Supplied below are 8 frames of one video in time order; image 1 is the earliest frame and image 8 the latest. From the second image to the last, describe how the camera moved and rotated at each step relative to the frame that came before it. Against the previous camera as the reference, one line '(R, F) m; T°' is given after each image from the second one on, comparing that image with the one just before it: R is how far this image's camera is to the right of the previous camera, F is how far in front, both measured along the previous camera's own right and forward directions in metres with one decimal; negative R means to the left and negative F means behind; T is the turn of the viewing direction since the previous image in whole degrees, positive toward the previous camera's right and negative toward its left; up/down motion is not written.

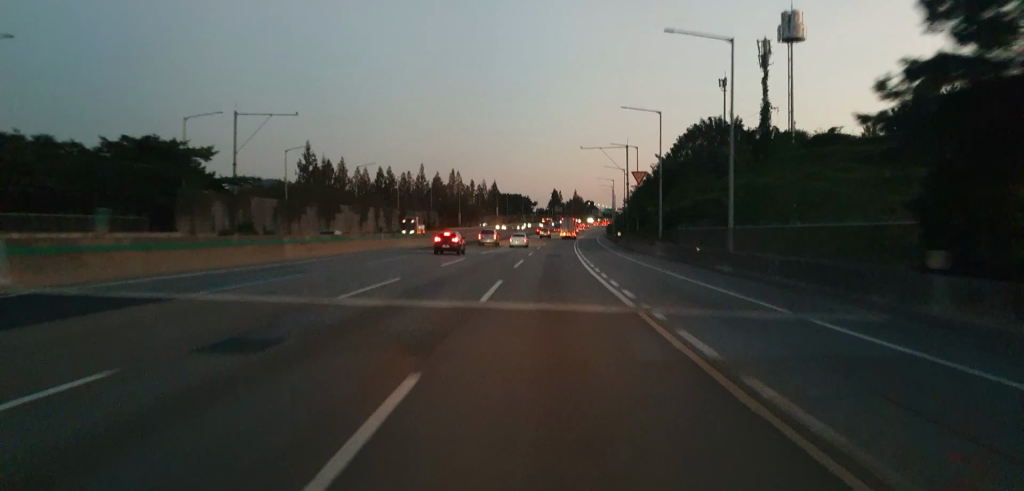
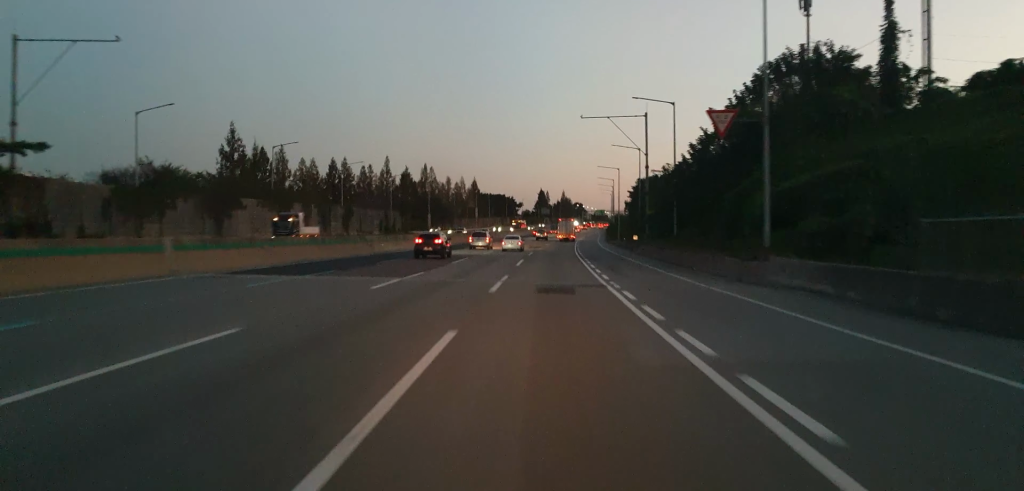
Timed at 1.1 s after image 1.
(+0.3, +38.3) m; +1°
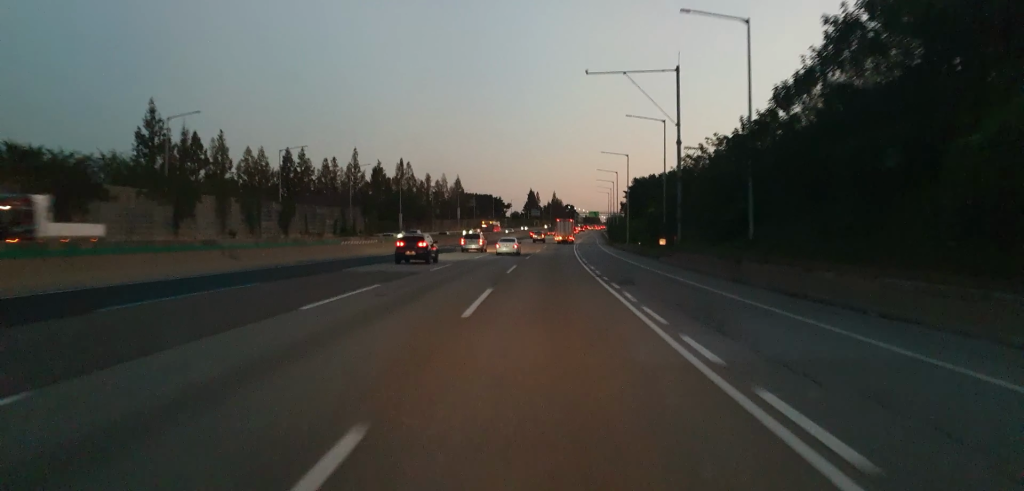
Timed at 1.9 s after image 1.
(+0.3, +27.3) m; +1°
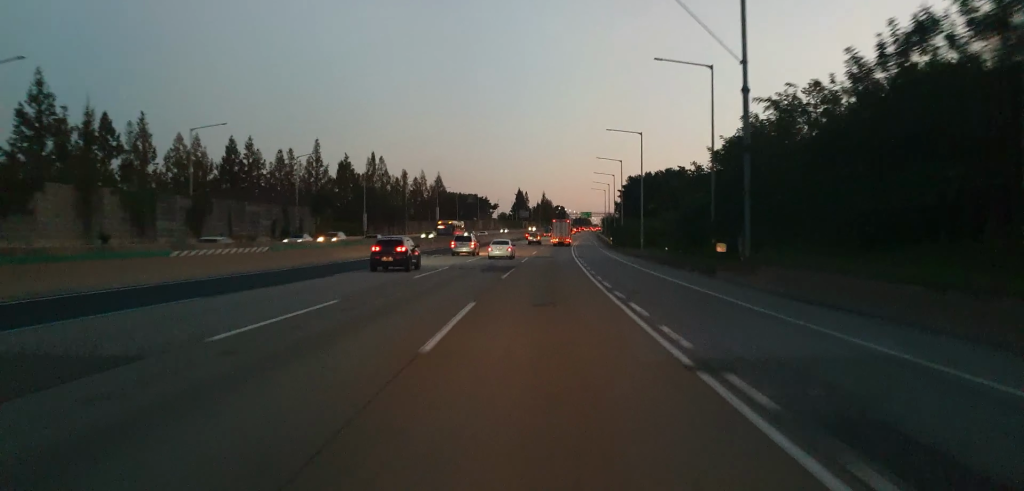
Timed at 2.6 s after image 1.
(+0.2, +24.1) m; +1°
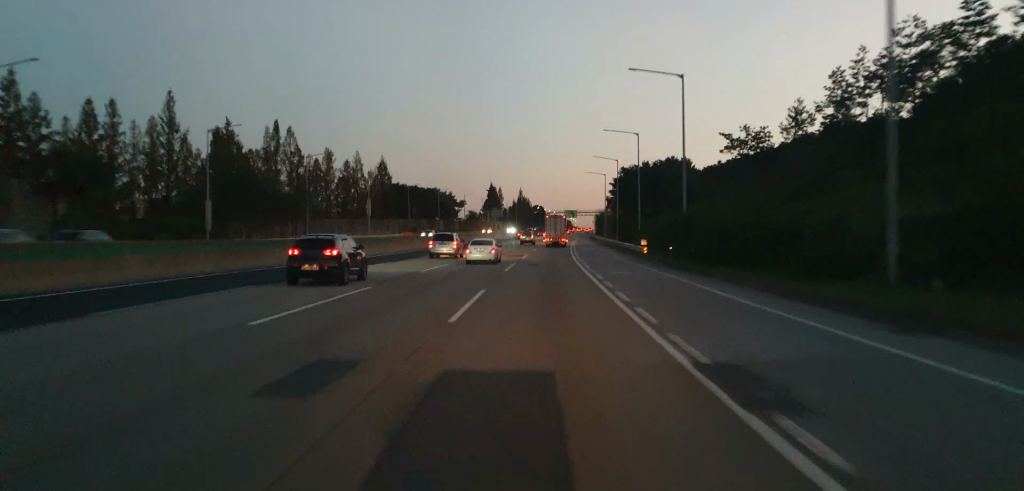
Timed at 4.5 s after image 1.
(+0.8, +58.3) m; +1°
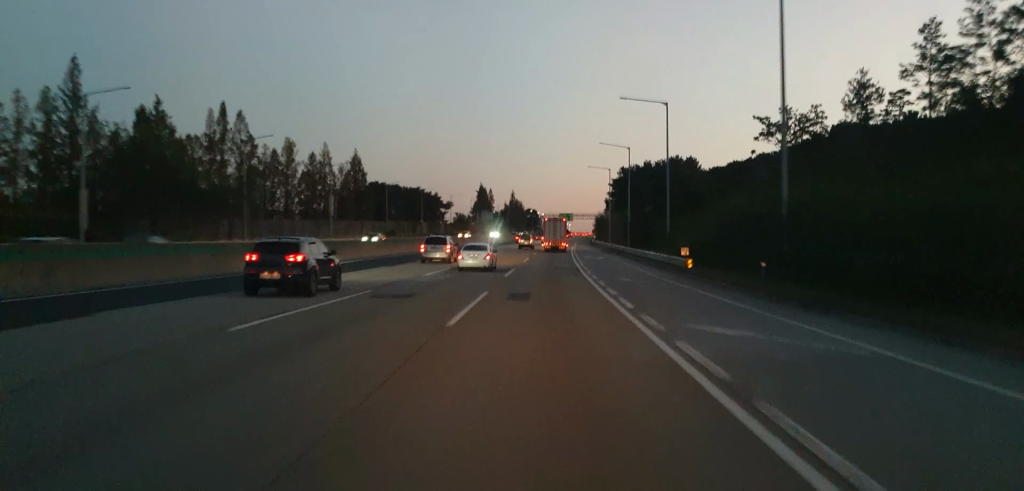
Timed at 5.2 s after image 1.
(0.0, +21.1) m; 0°
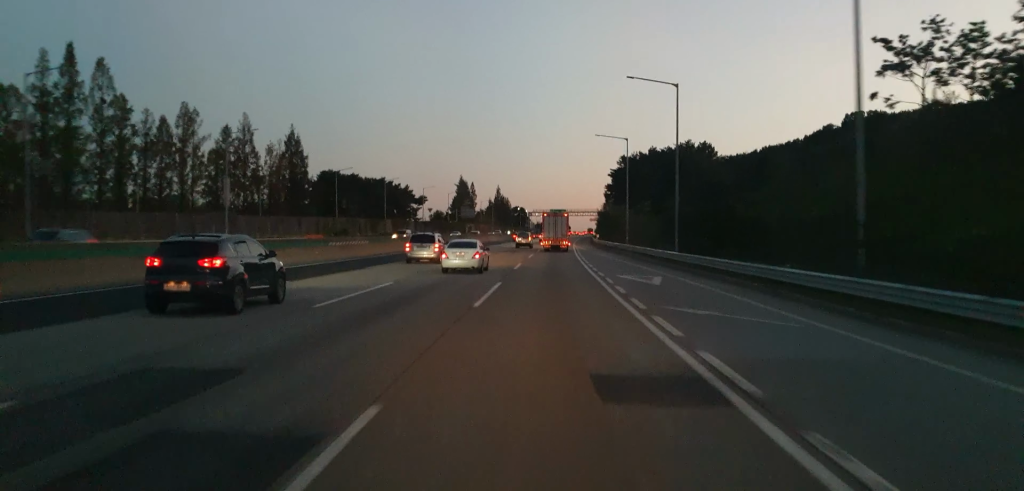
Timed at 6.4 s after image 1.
(+0.4, +36.1) m; +2°
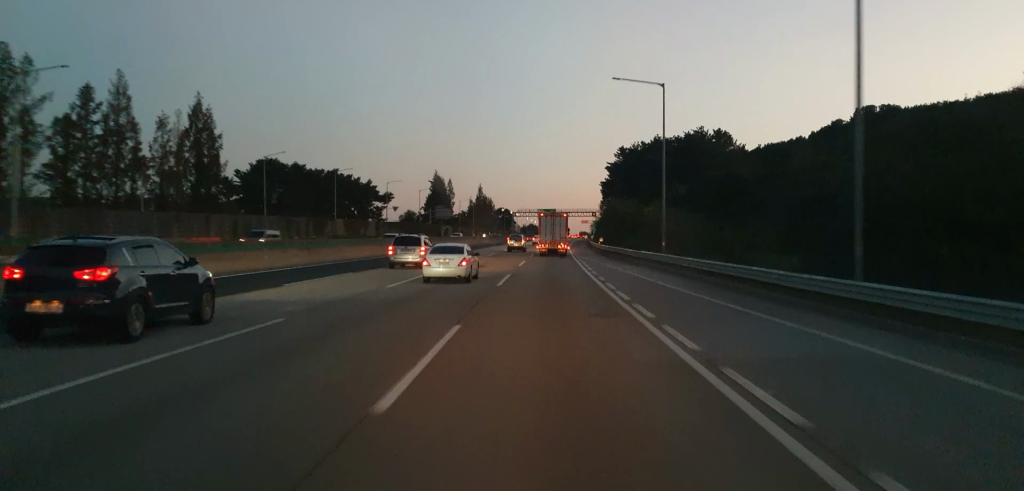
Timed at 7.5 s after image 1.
(+0.7, +31.2) m; +1°
